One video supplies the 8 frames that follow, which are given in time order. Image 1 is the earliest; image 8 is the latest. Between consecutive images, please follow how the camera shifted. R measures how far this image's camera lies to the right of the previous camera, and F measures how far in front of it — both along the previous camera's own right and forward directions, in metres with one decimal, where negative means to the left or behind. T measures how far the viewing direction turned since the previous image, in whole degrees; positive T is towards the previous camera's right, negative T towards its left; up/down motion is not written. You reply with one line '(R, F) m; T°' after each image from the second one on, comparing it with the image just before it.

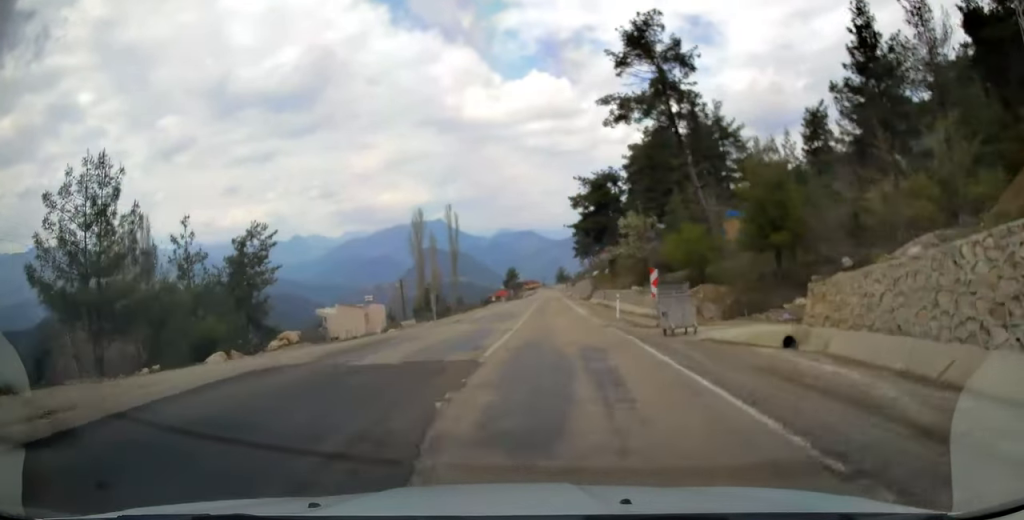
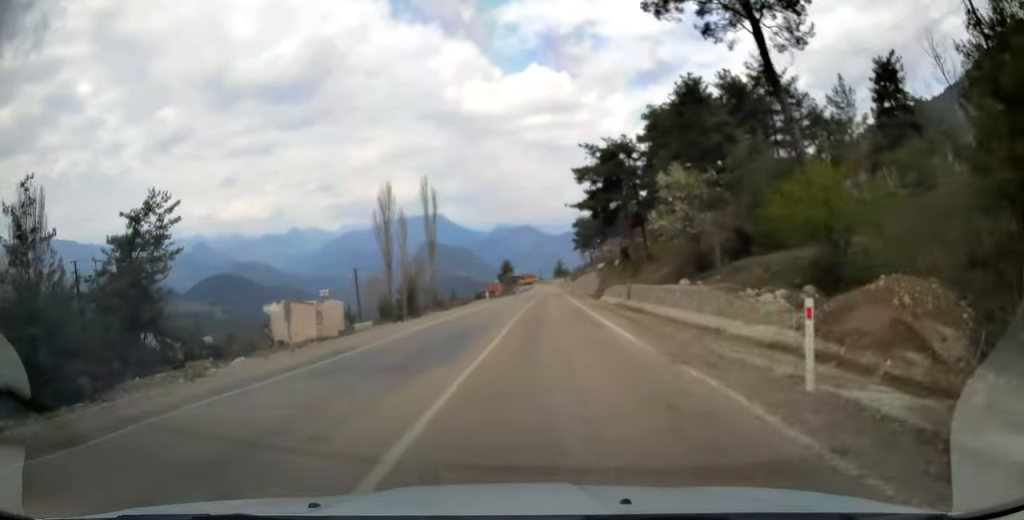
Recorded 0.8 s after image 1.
(+0.1, +20.4) m; 0°
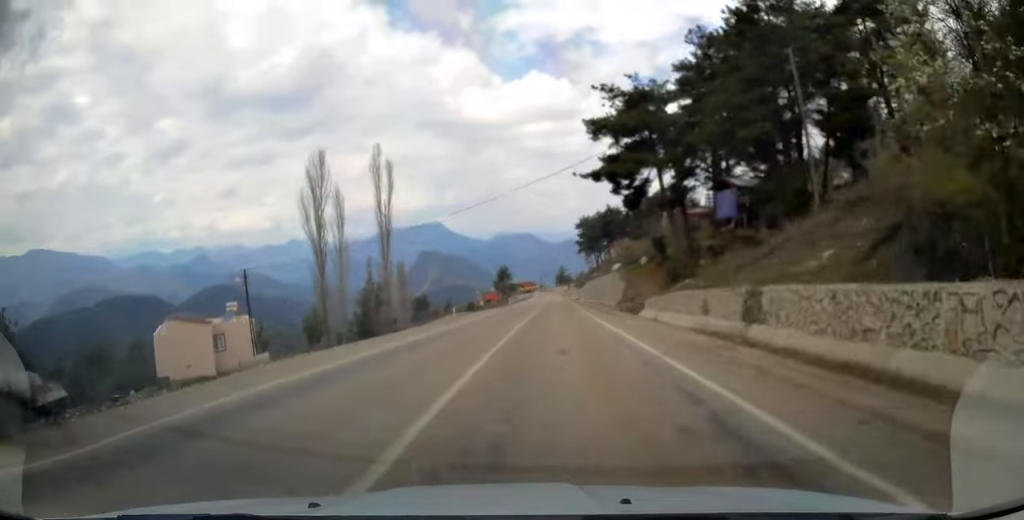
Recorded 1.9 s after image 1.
(-0.2, +26.4) m; 0°
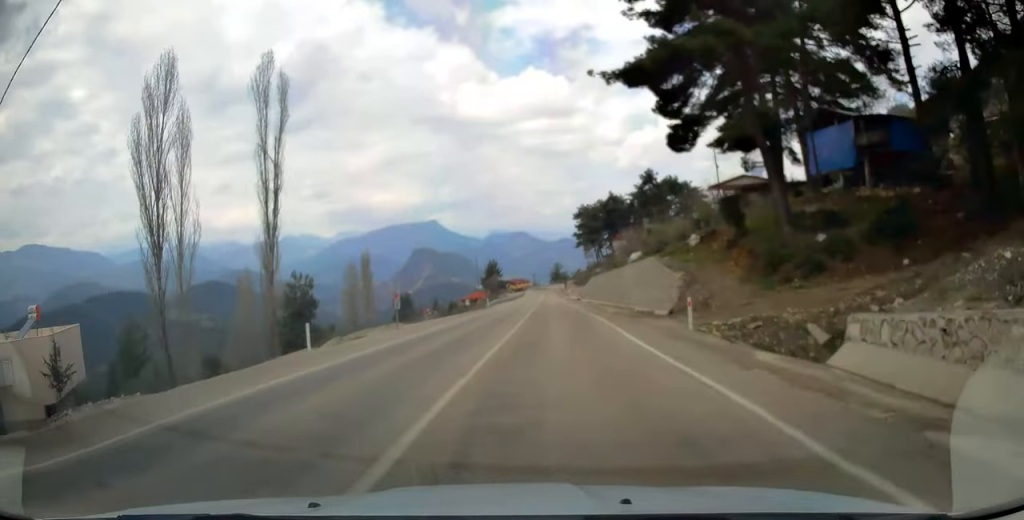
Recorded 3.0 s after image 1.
(+0.1, +26.7) m; 0°
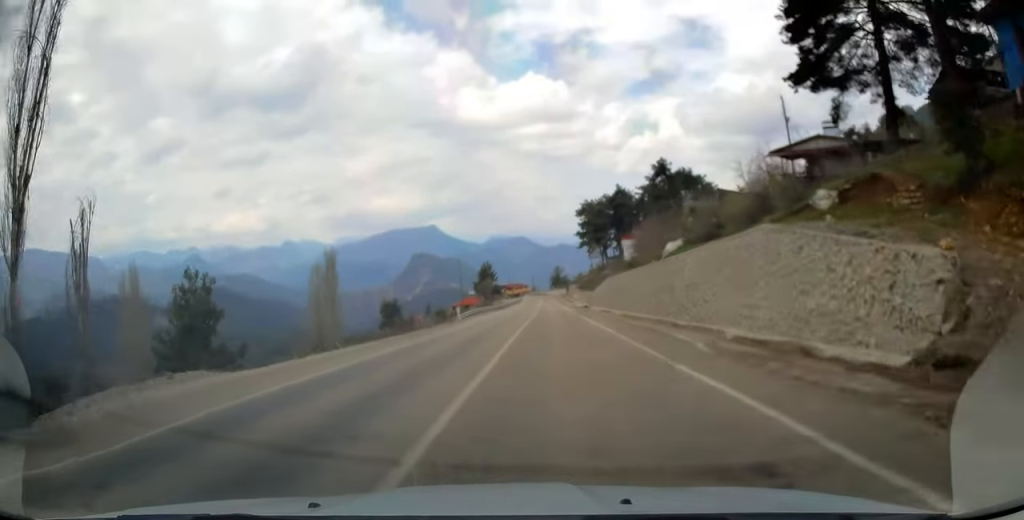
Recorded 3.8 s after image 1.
(-0.1, +22.0) m; 0°
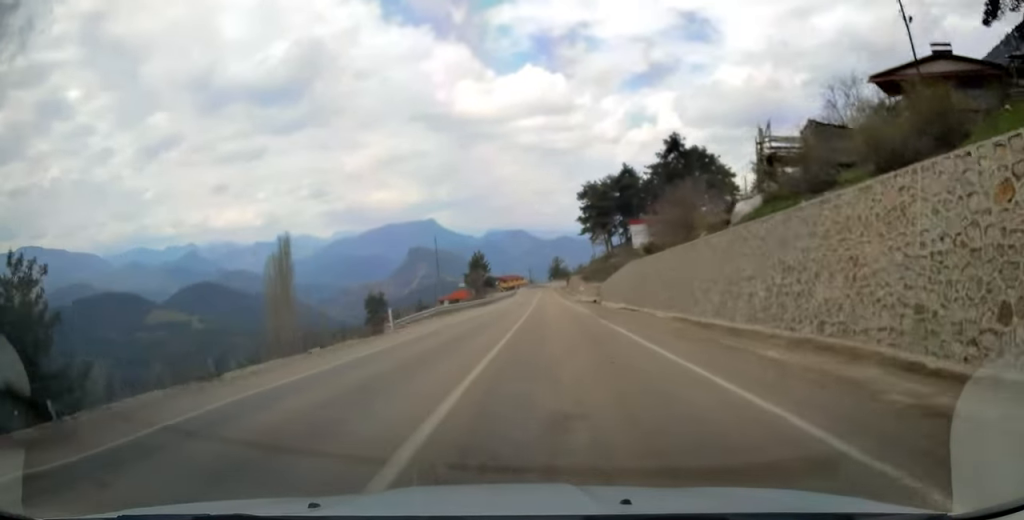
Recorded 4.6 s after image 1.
(+0.1, +19.6) m; 0°
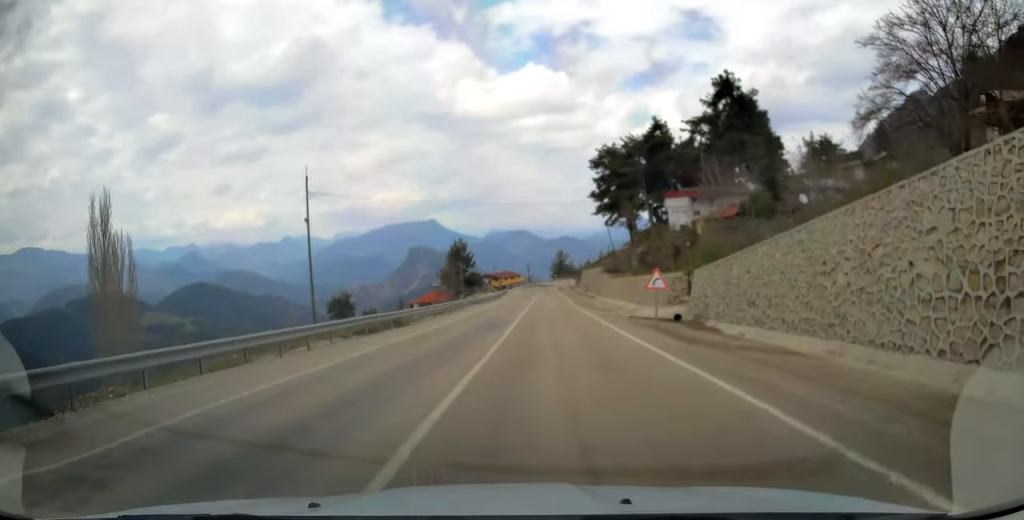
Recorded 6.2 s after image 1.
(-0.1, +42.0) m; 0°
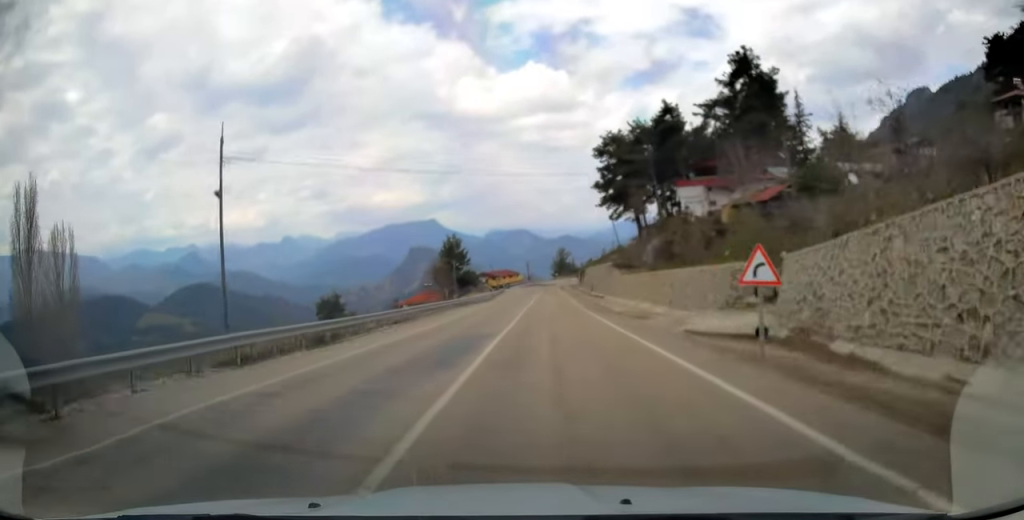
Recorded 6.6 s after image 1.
(-0.1, +10.3) m; 0°
